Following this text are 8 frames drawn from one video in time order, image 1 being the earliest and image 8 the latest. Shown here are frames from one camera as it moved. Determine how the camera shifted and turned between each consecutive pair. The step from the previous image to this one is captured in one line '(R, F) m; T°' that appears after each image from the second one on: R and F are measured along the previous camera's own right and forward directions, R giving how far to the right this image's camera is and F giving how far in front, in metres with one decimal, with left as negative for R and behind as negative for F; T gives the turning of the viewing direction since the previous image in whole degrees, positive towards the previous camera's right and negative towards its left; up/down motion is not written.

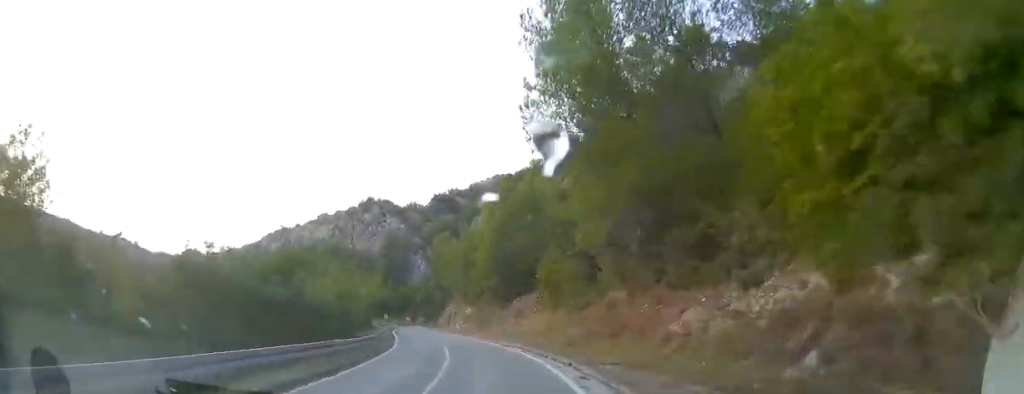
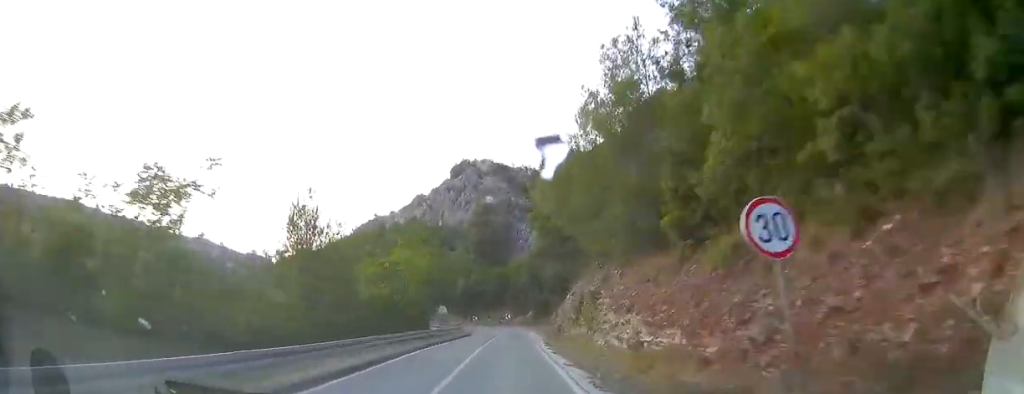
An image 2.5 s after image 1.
(-2.8, +39.2) m; -7°
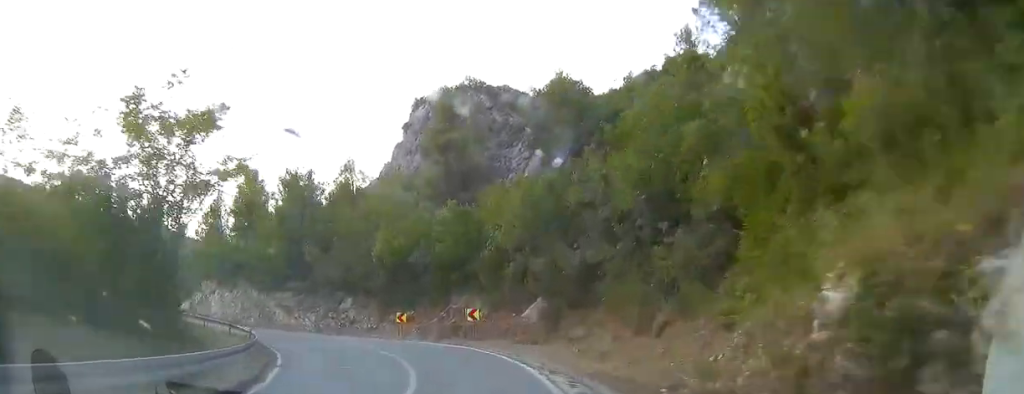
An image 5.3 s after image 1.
(-1.8, +38.6) m; -7°
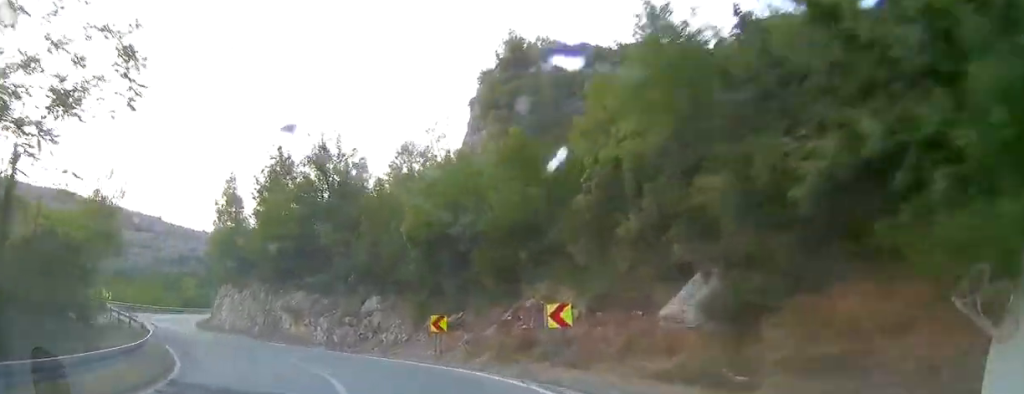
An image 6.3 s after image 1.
(-0.5, +12.6) m; -11°
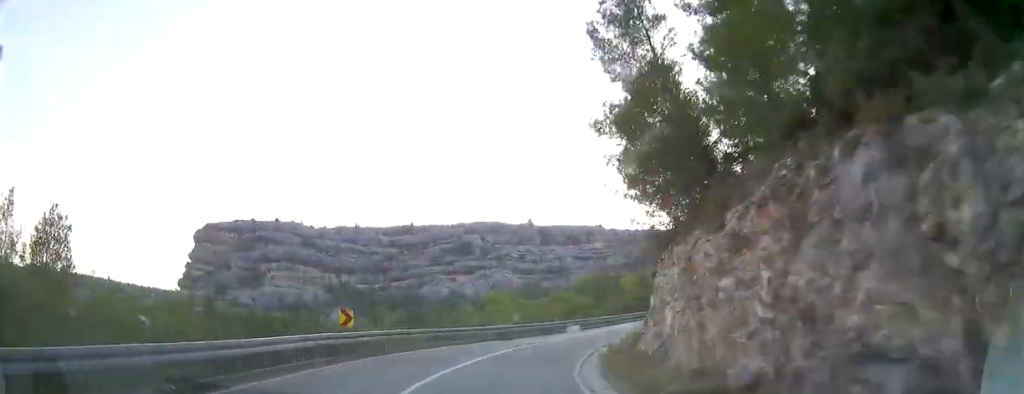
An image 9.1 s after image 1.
(-8.3, +28.8) m; -29°
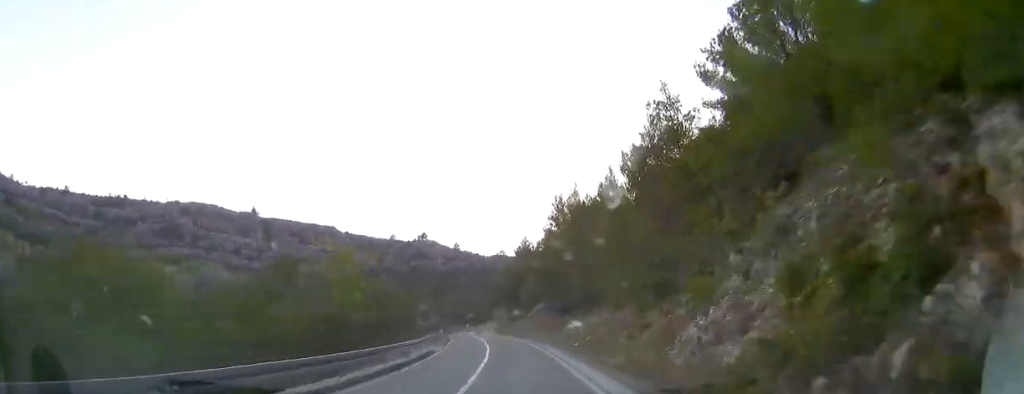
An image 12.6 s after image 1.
(+2.1, +39.5) m; +10°
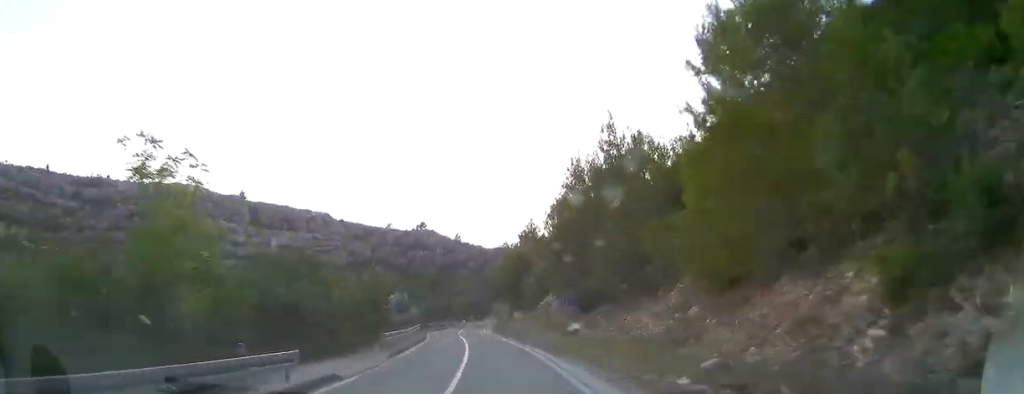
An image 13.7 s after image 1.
(+0.5, +14.1) m; +2°
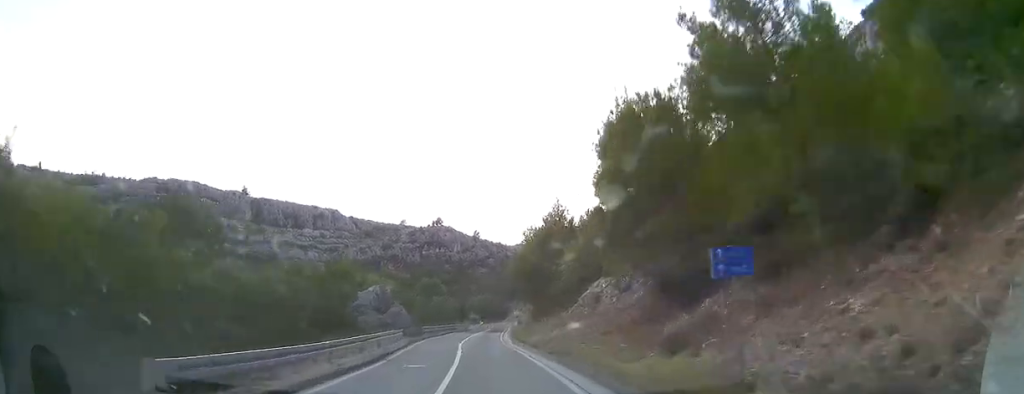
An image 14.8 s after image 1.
(+0.3, +13.8) m; 0°
